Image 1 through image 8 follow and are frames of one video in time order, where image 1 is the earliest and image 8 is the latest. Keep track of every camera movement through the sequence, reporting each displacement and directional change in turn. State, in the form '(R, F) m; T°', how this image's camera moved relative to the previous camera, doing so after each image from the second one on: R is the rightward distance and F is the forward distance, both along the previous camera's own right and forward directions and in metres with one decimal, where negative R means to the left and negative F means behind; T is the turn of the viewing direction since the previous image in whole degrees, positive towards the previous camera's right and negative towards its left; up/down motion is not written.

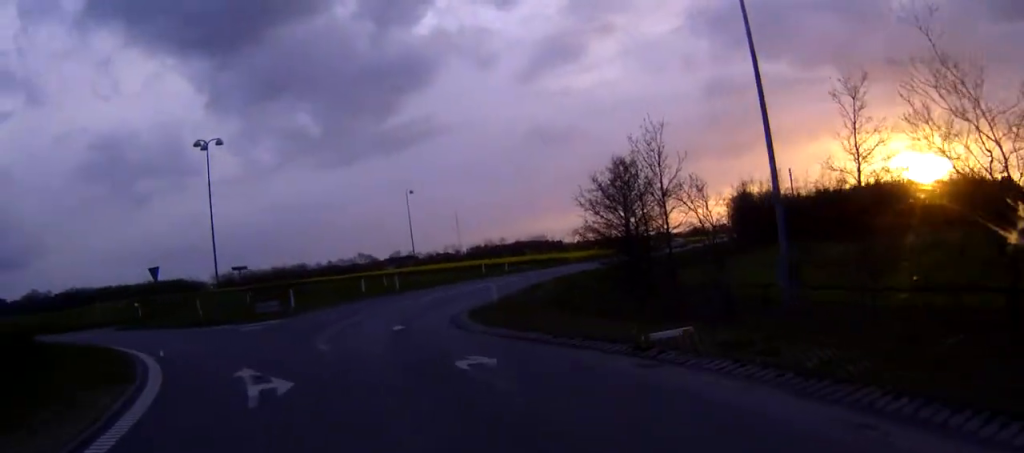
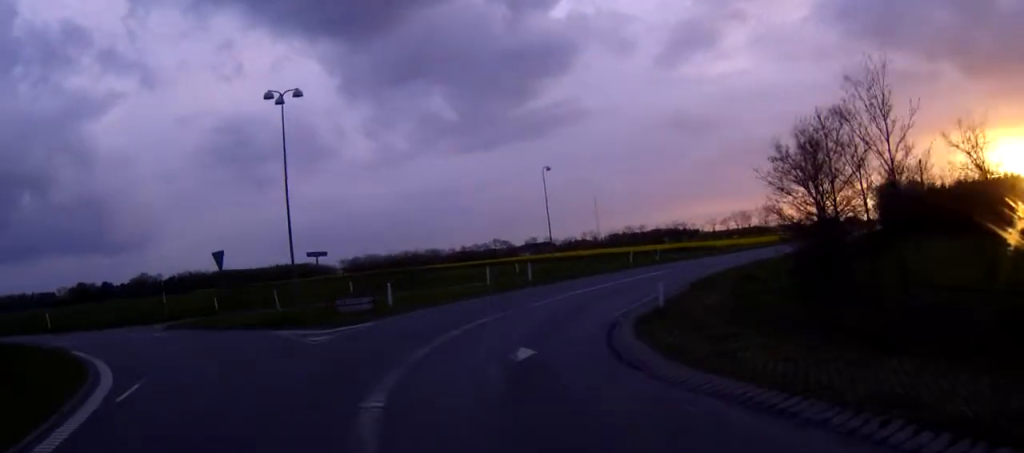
(-0.7, +8.3) m; -8°
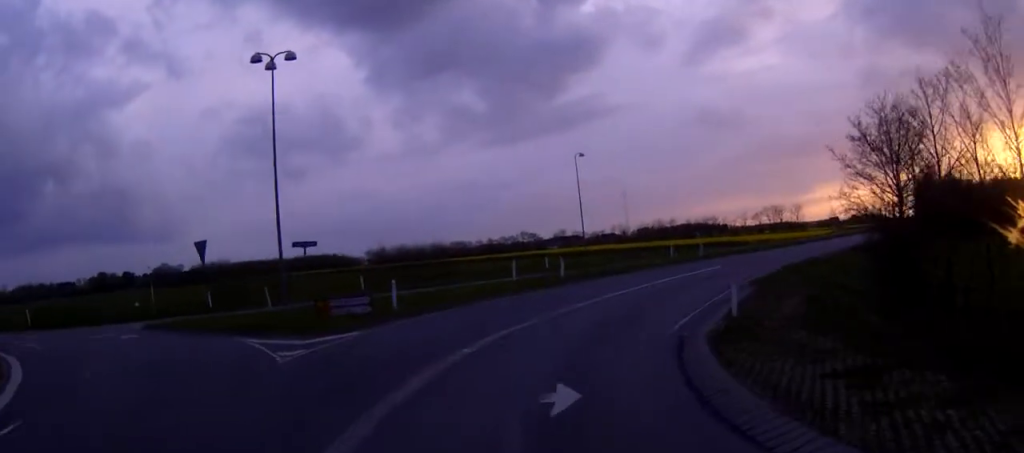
(-0.2, +4.9) m; -1°
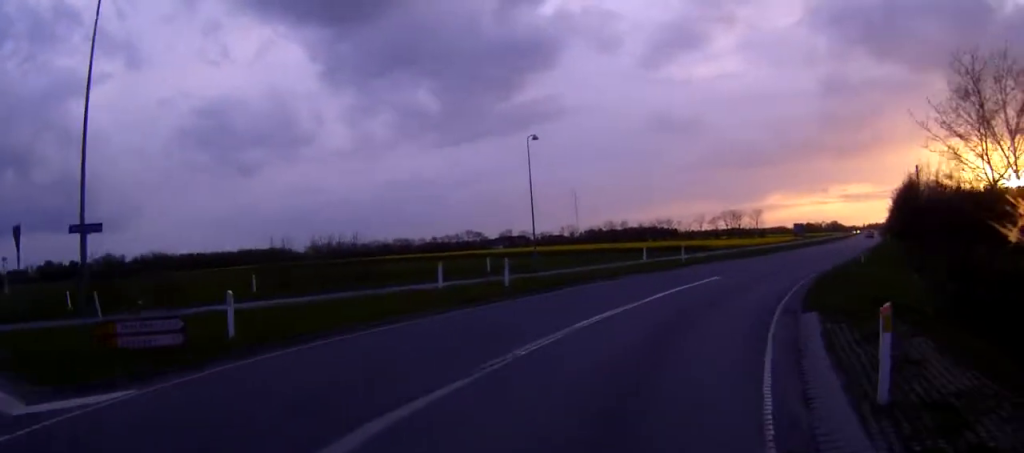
(-0.1, +9.5) m; +2°
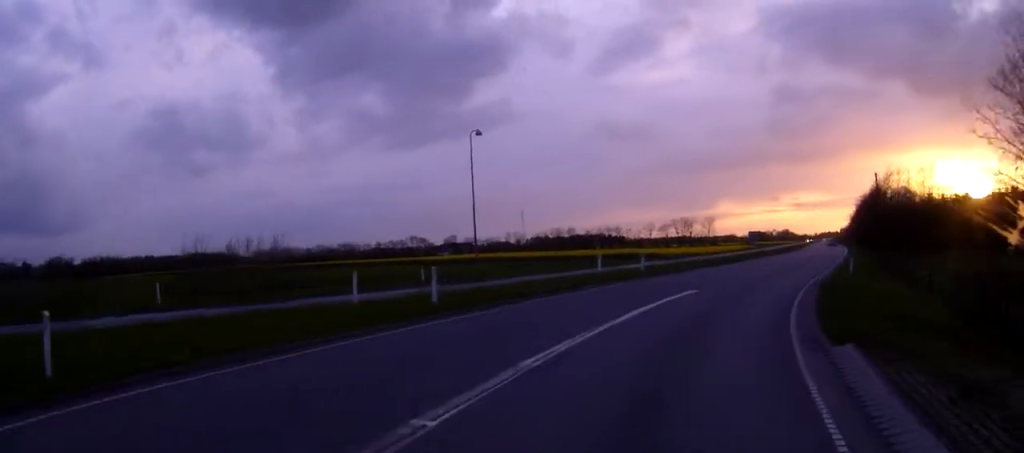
(0.0, +4.6) m; +3°
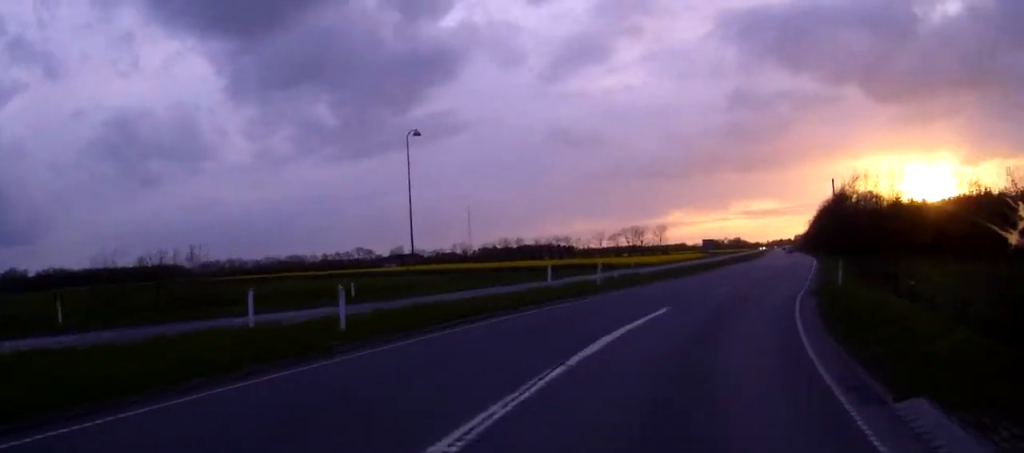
(+0.2, +4.1) m; +4°
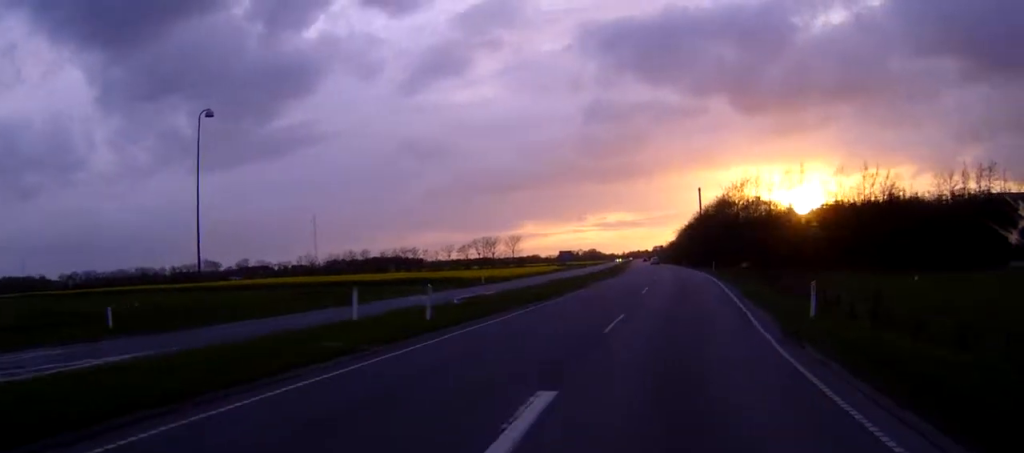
(+1.0, +10.0) m; +11°
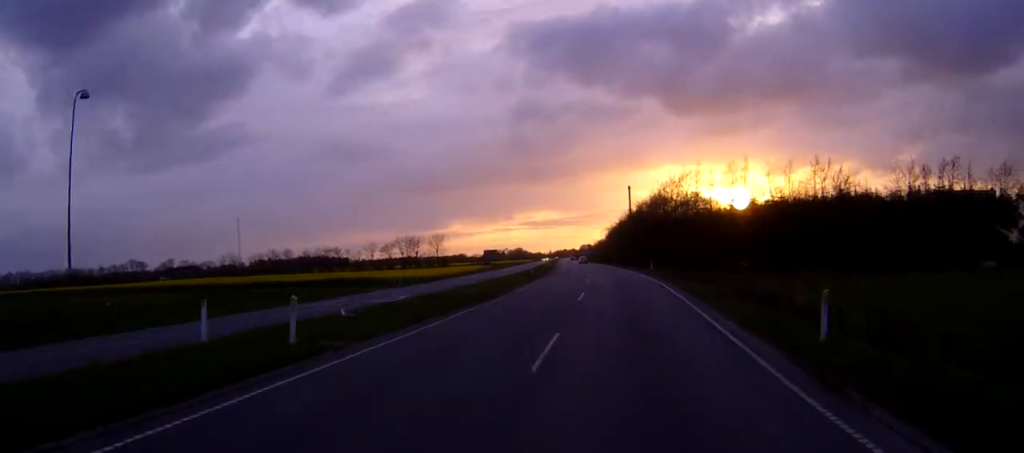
(+0.2, +5.1) m; +5°
